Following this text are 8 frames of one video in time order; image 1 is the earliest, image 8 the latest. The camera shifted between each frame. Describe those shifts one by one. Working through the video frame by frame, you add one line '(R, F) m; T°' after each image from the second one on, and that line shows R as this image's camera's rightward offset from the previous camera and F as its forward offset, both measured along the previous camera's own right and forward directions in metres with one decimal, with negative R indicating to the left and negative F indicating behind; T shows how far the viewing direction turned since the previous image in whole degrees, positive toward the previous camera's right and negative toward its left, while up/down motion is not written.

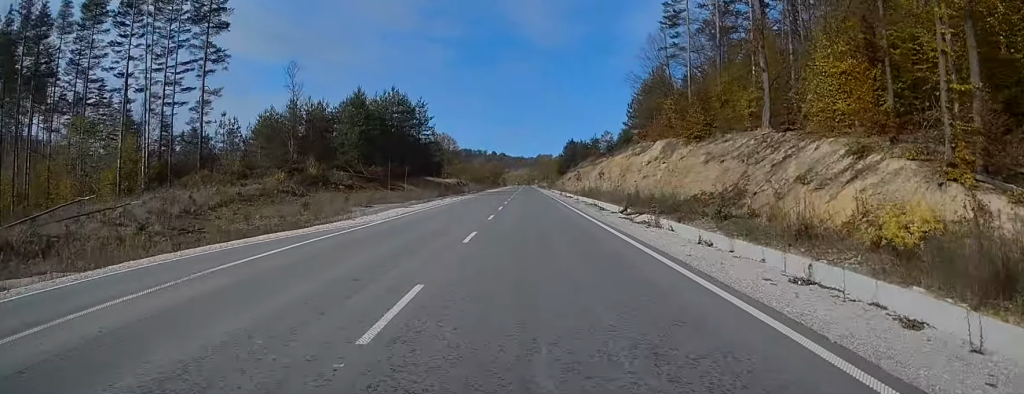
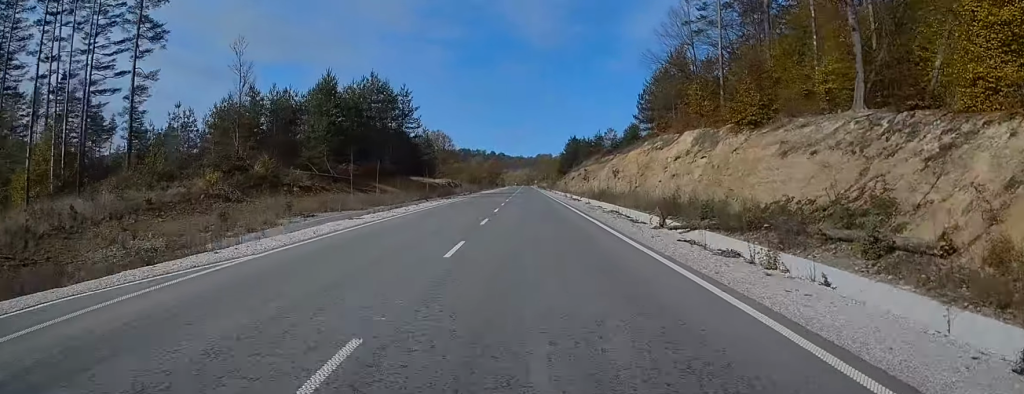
(-0.1, +11.7) m; 0°
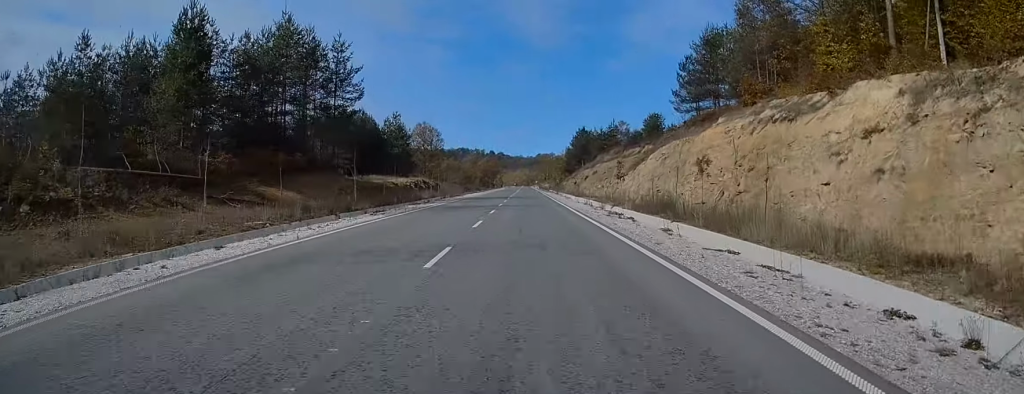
(+0.5, +28.7) m; 0°
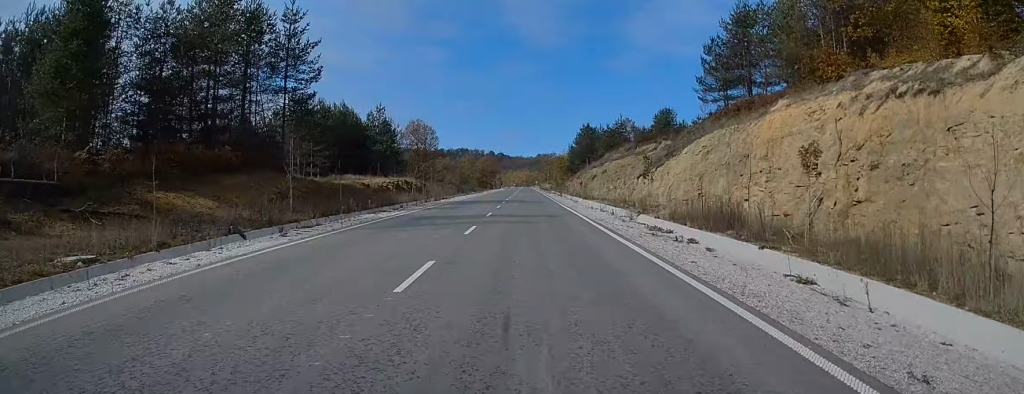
(+0.1, +10.8) m; -1°
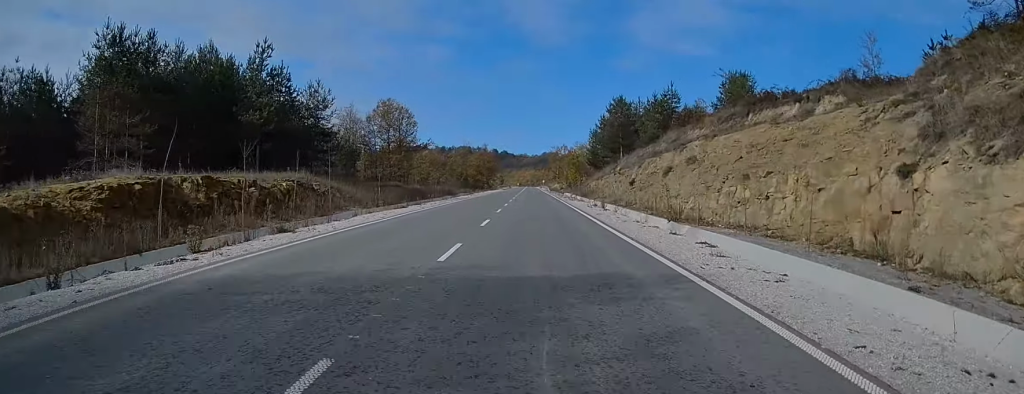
(-0.2, +40.9) m; 0°
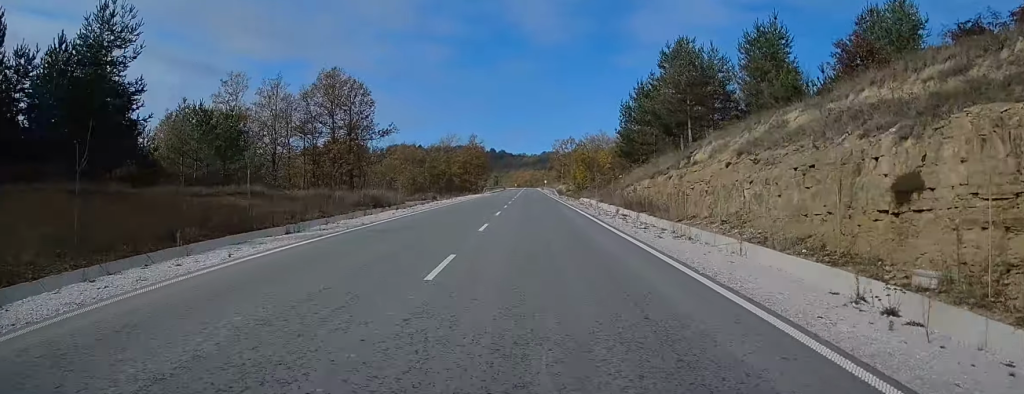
(-0.2, +37.1) m; 0°
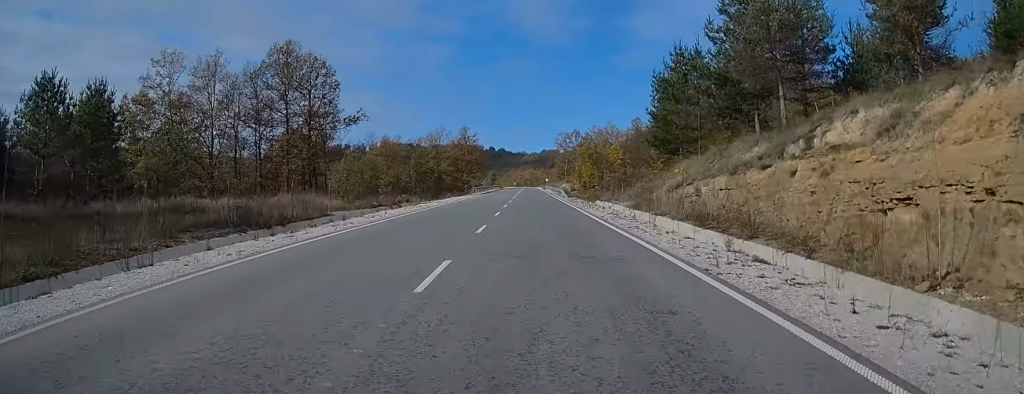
(+0.3, +19.0) m; 0°
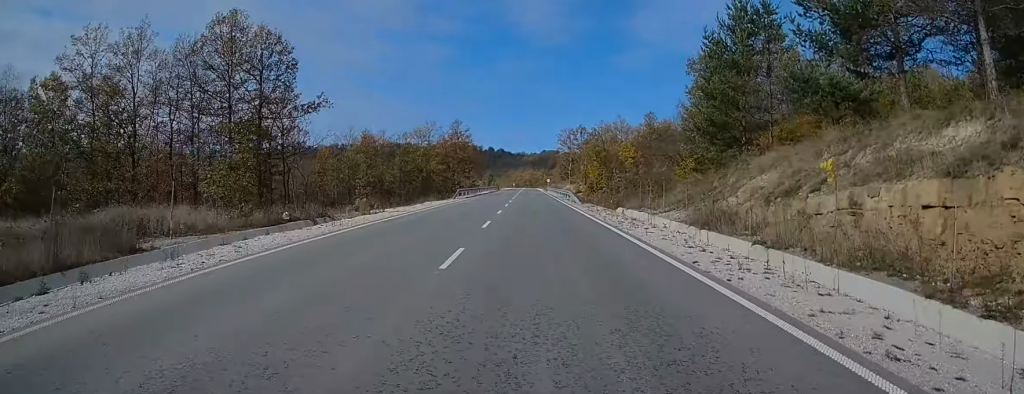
(-0.2, +15.7) m; -1°
